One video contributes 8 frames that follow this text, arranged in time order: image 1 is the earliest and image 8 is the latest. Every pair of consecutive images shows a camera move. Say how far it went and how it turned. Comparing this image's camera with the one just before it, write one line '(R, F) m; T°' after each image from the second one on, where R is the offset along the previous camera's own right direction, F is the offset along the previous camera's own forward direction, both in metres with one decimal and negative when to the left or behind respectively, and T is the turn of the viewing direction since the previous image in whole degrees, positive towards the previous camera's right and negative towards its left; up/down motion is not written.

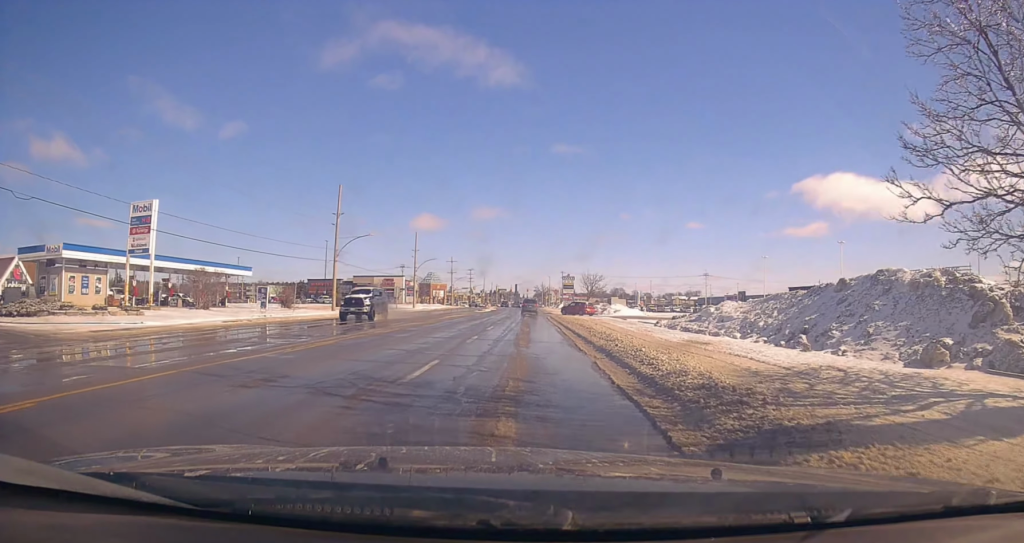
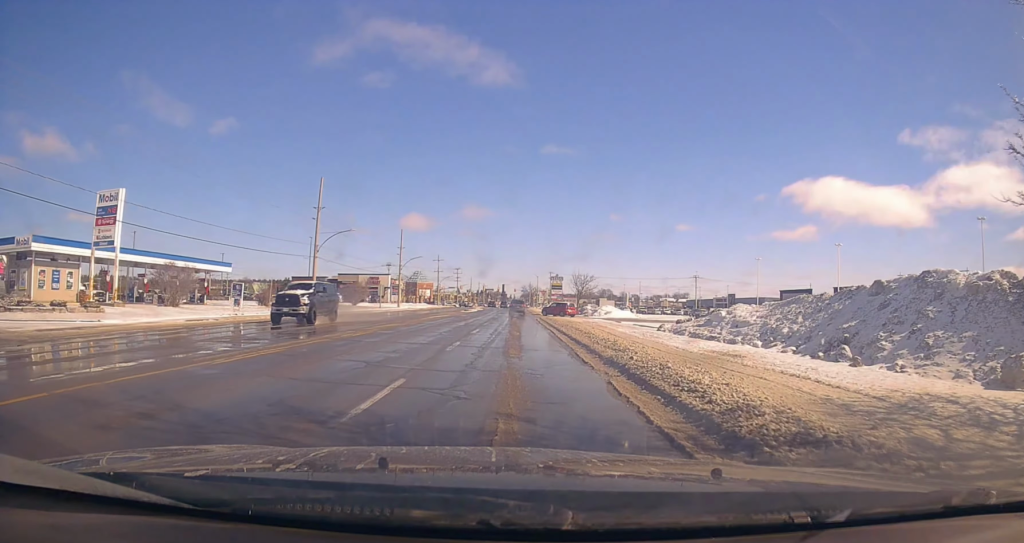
(+0.1, +2.8) m; +2°
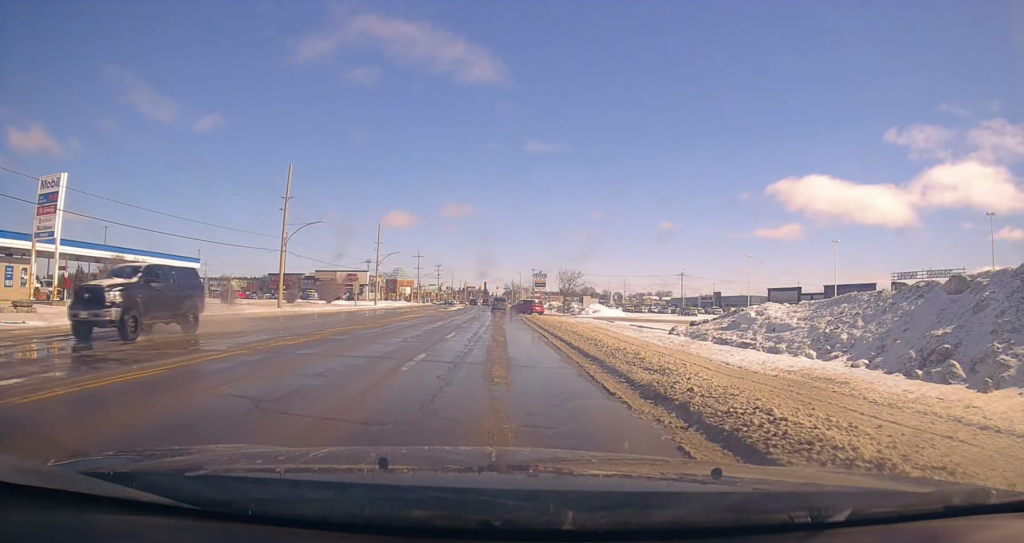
(+0.1, +4.7) m; +2°
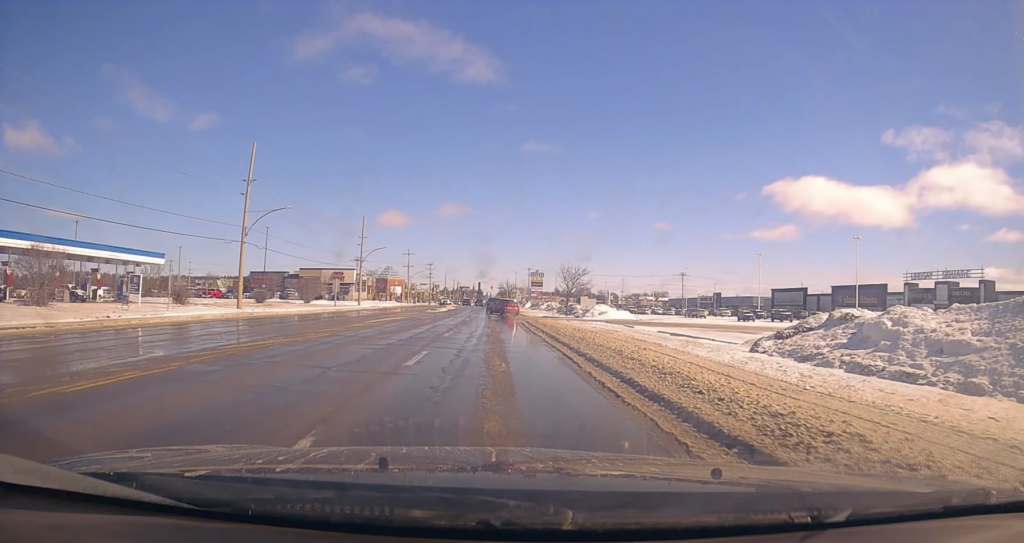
(+0.2, +8.0) m; +1°
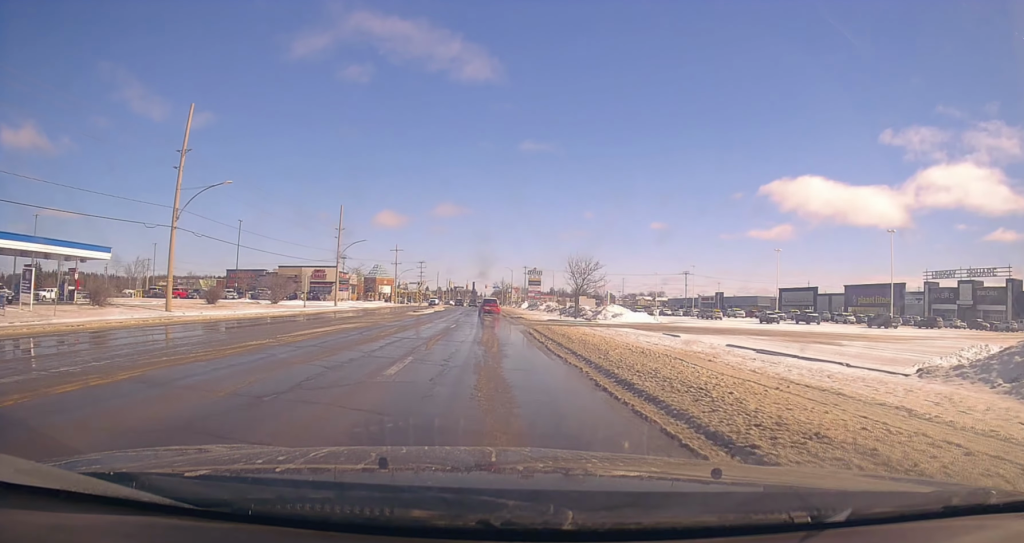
(-0.1, +10.5) m; -2°
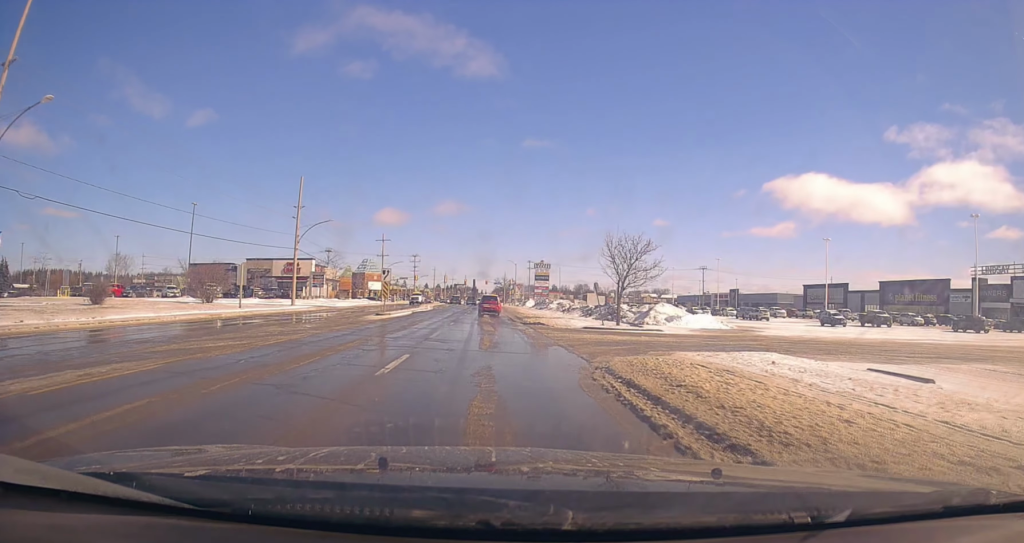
(-0.1, +17.2) m; 0°
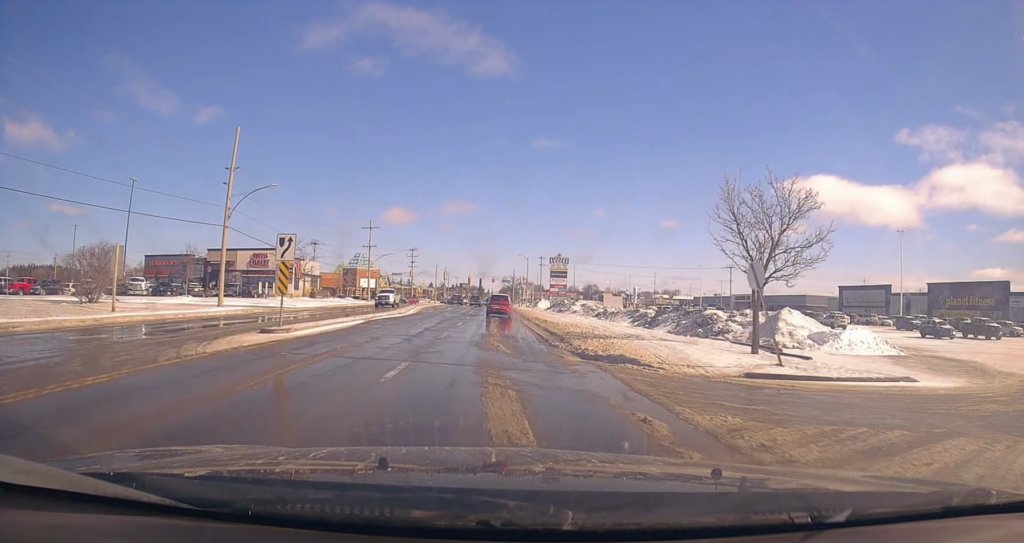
(+0.2, +18.8) m; 0°
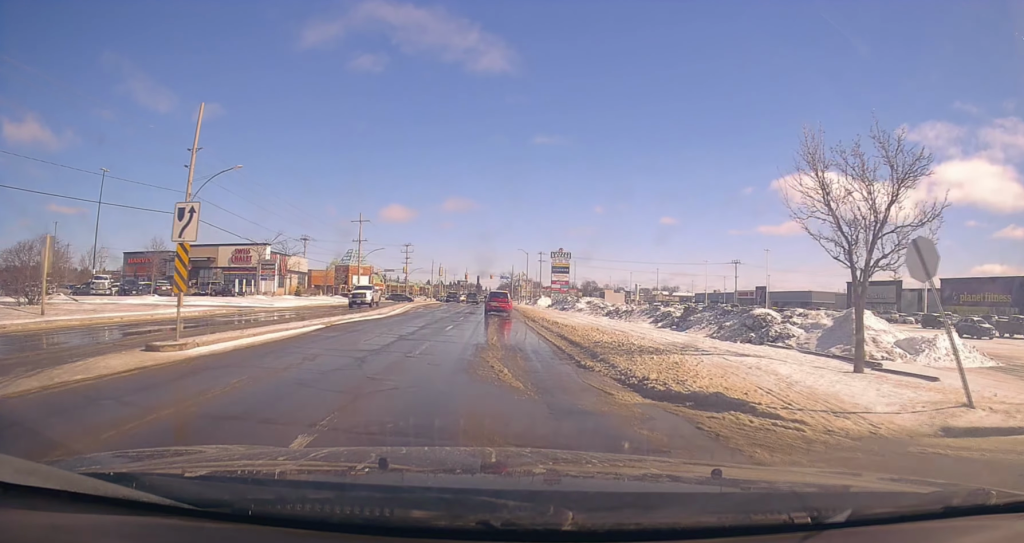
(-0.1, +5.8) m; 0°
